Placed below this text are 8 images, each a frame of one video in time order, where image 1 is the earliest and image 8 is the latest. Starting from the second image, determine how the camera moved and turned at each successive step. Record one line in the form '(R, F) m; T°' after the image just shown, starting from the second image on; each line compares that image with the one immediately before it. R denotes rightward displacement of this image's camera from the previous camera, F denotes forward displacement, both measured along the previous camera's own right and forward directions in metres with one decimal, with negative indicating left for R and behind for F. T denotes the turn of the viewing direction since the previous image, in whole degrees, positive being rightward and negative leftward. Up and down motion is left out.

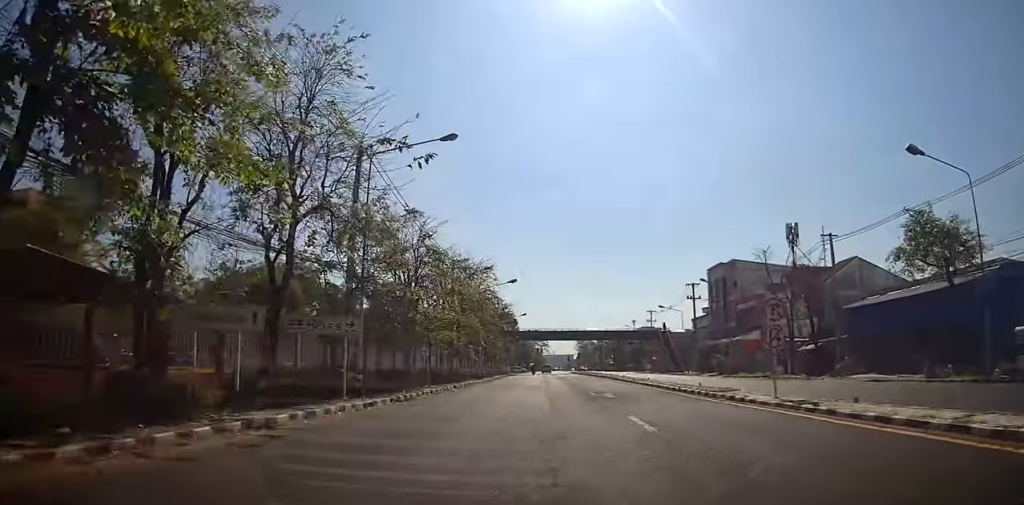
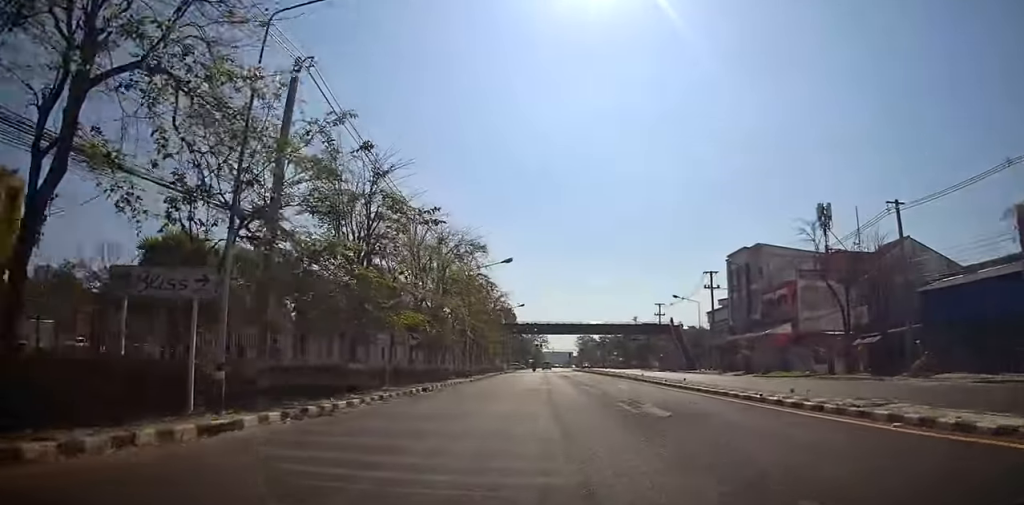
(-0.3, +9.1) m; 0°
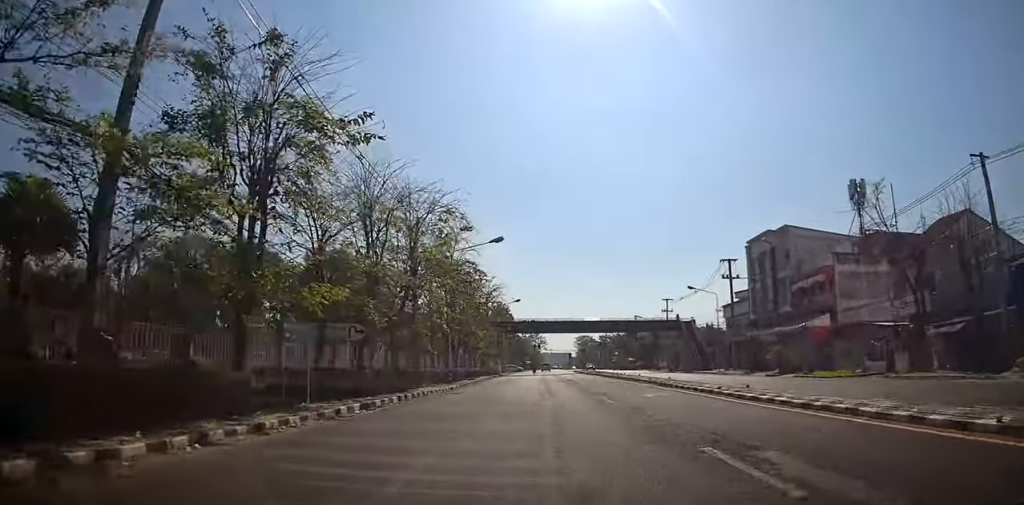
(0.0, +8.4) m; 0°
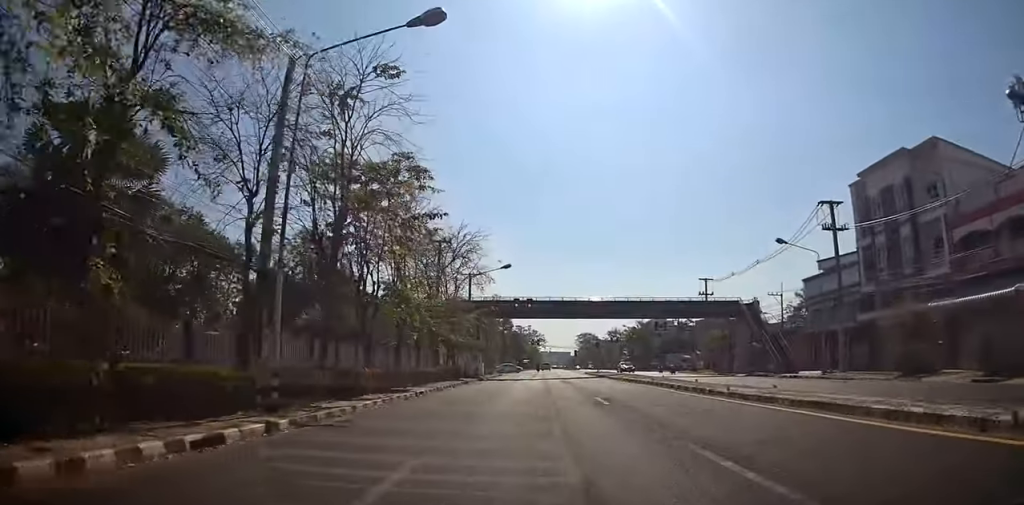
(+0.3, +24.6) m; 0°
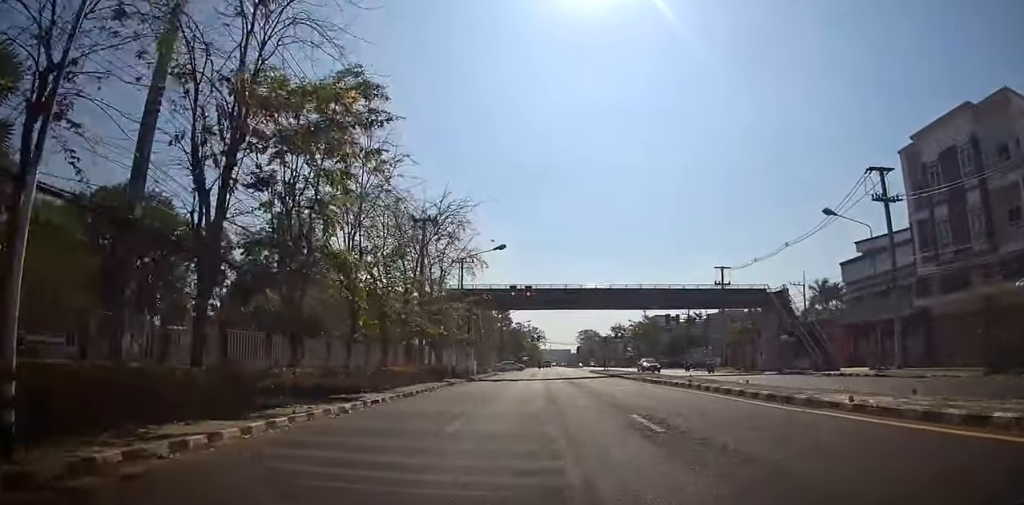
(0.0, +7.2) m; -1°
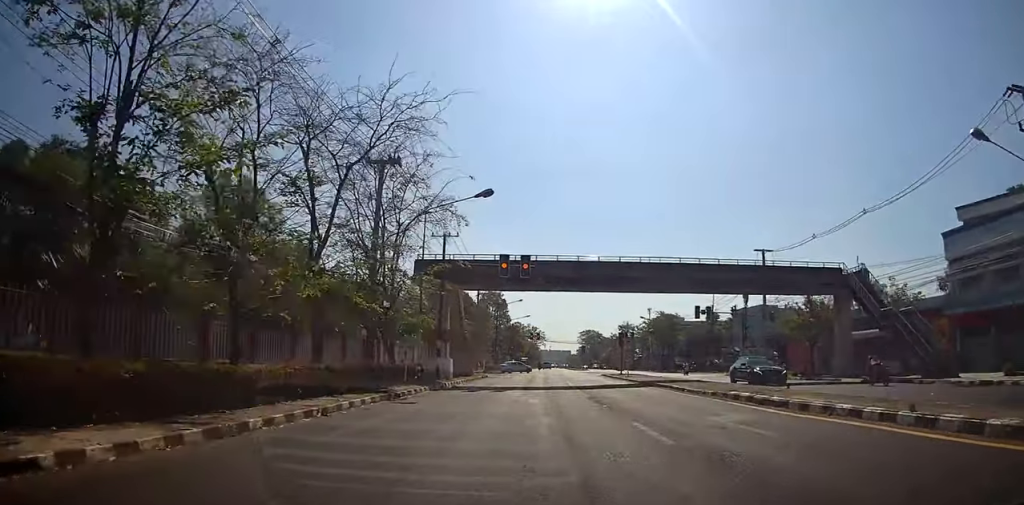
(-0.3, +13.4) m; -1°
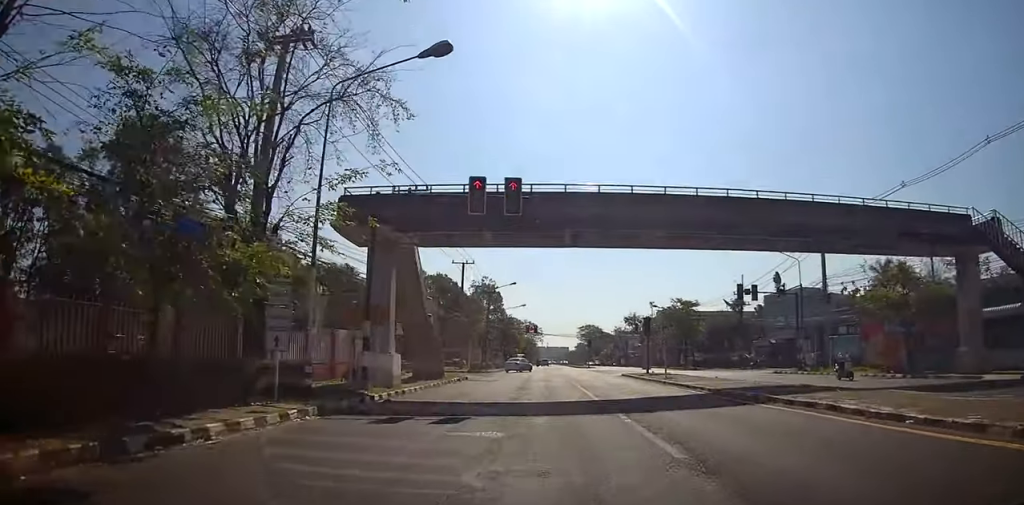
(+0.2, +13.9) m; +1°
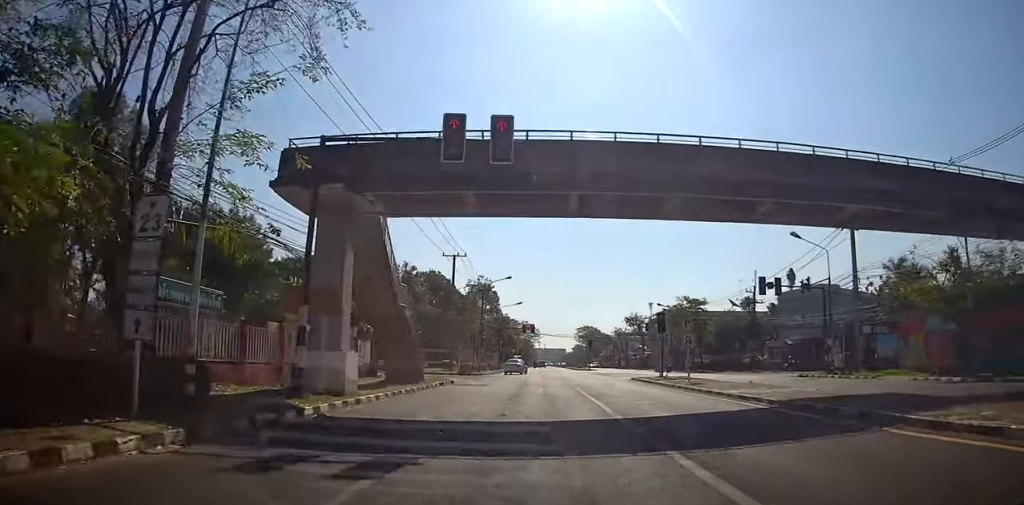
(0.0, +5.5) m; +1°
